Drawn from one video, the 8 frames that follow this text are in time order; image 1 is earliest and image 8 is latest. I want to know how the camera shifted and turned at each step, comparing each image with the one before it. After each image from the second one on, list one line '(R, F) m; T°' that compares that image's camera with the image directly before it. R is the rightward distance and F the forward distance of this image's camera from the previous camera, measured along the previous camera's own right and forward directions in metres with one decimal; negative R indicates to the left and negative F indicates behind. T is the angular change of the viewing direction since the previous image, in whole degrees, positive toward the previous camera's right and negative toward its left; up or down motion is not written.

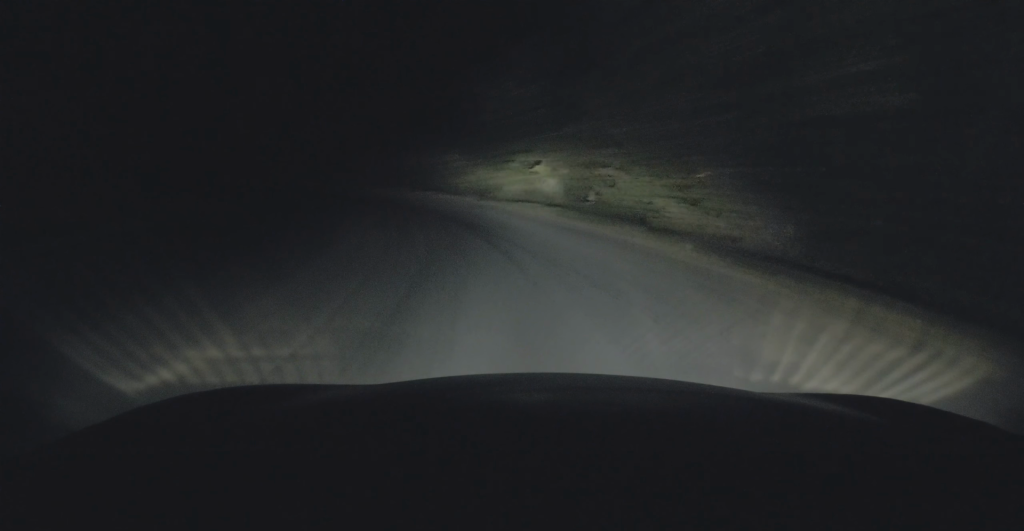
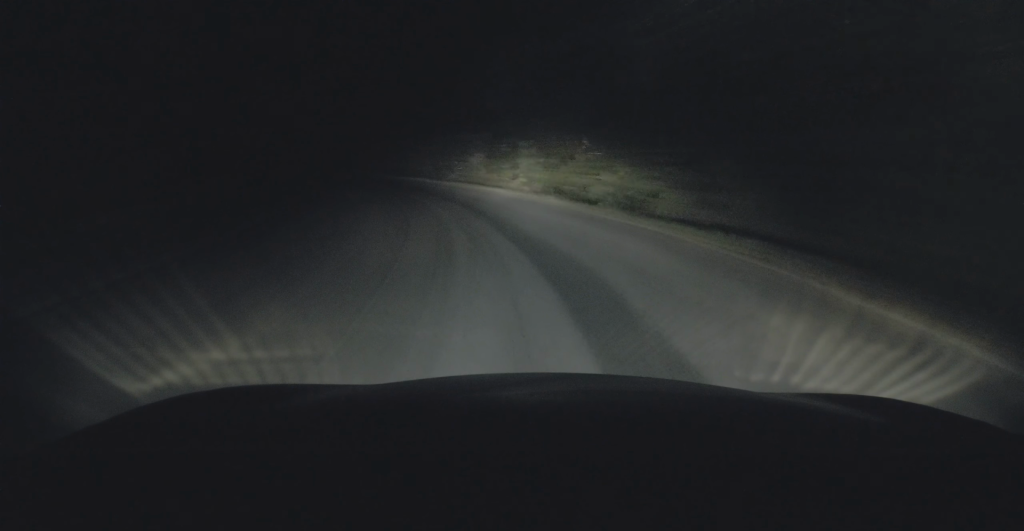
(-1.3, +12.8) m; -9°
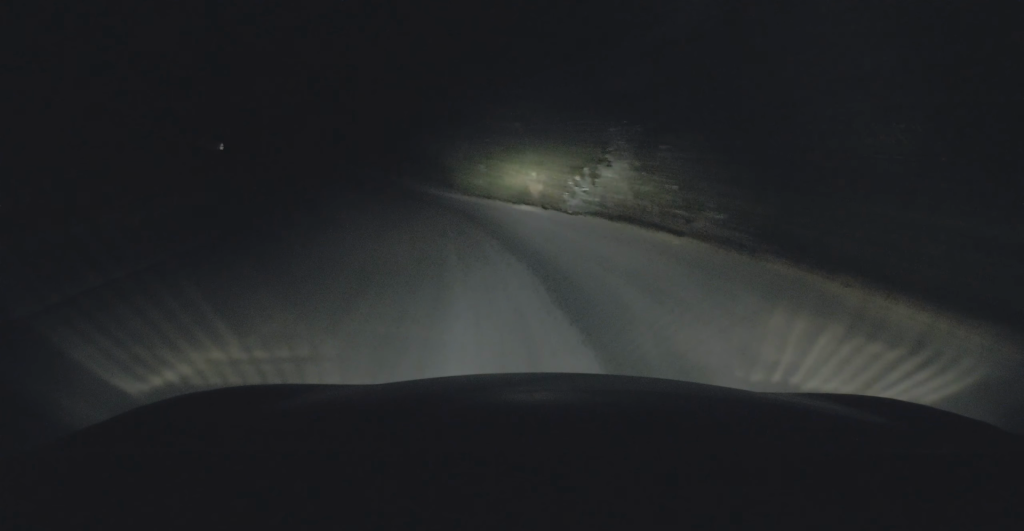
(-1.1, +15.2) m; -12°
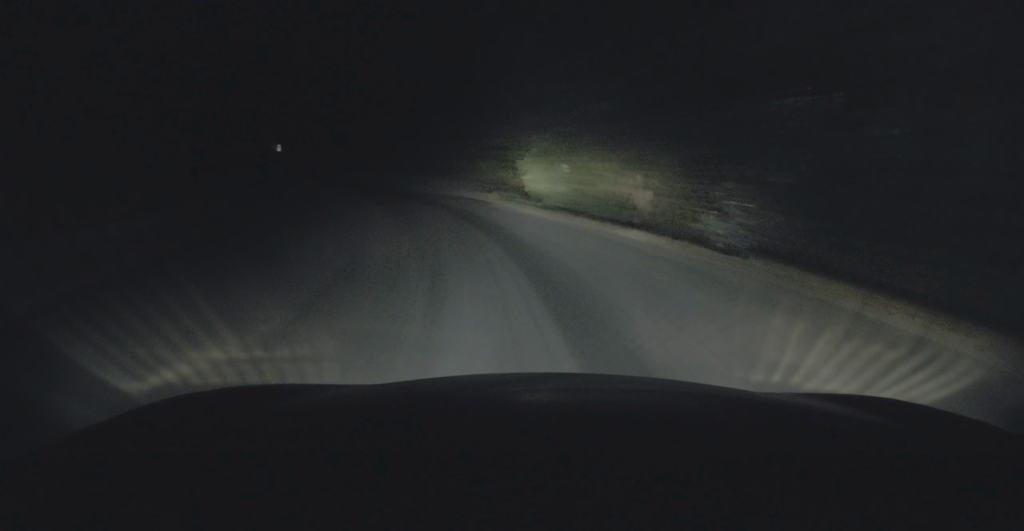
(-1.1, +8.1) m; -8°
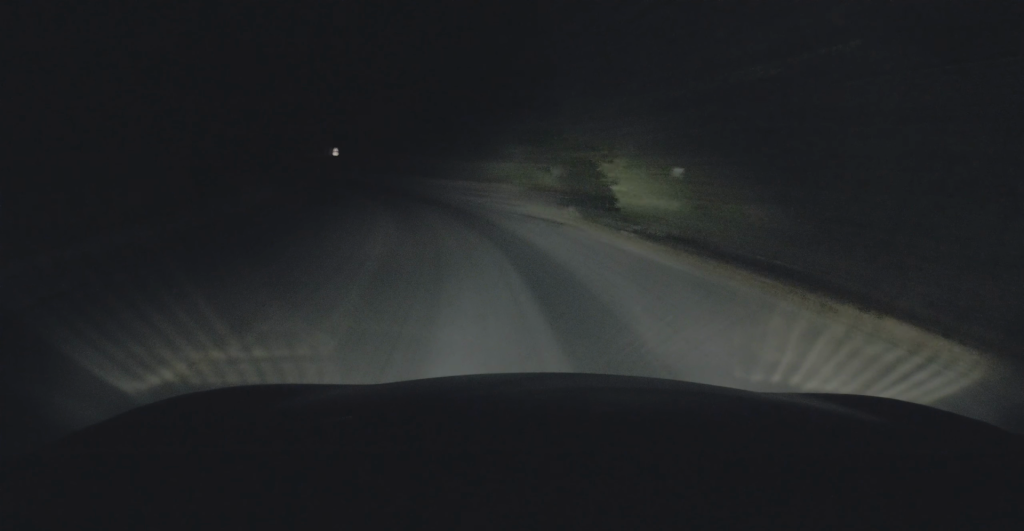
(-0.2, +6.7) m; -7°
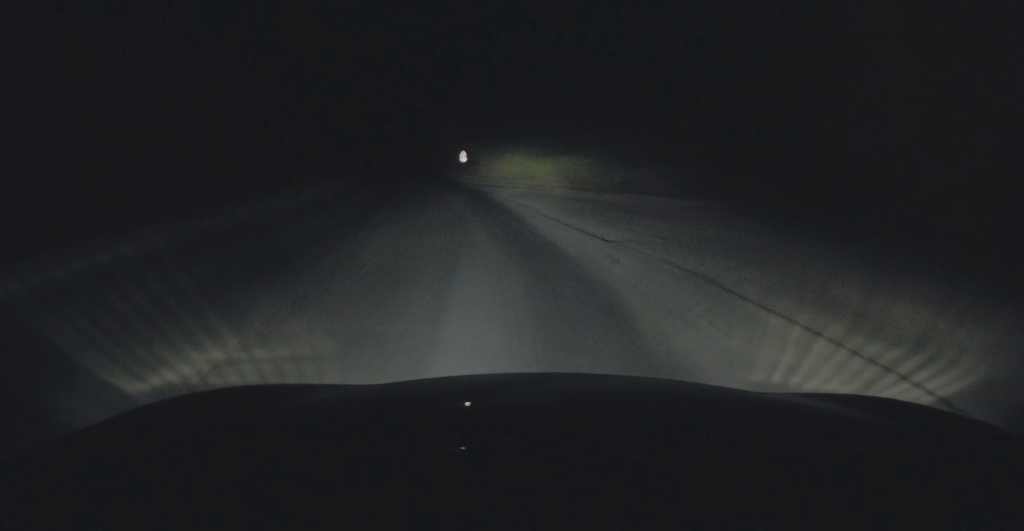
(-3.3, +18.9) m; -17°
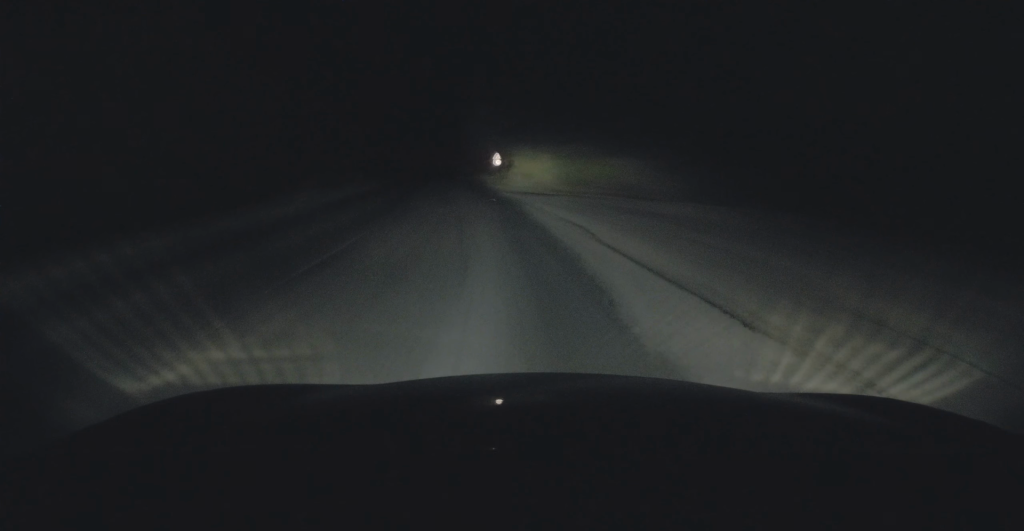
(-0.3, +6.8) m; -5°
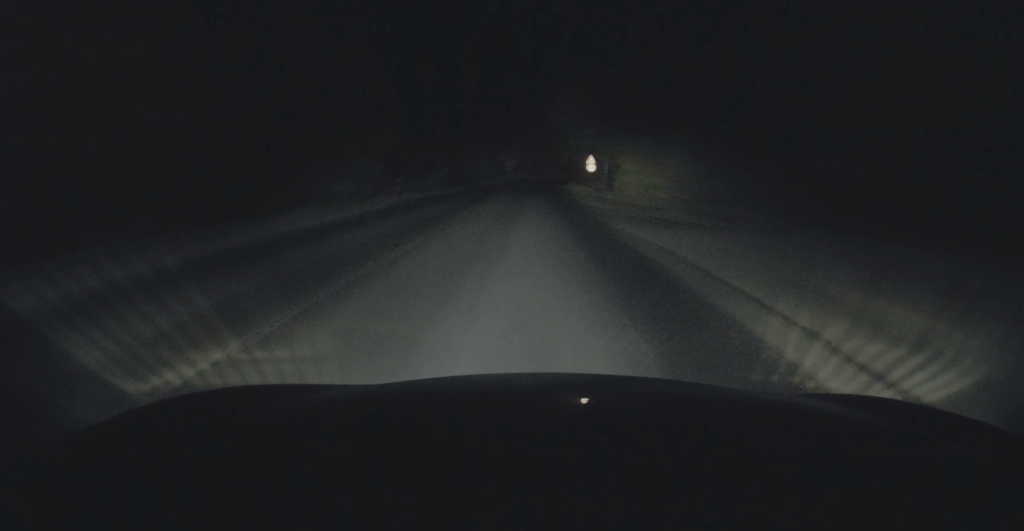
(-1.0, +18.3) m; -4°
